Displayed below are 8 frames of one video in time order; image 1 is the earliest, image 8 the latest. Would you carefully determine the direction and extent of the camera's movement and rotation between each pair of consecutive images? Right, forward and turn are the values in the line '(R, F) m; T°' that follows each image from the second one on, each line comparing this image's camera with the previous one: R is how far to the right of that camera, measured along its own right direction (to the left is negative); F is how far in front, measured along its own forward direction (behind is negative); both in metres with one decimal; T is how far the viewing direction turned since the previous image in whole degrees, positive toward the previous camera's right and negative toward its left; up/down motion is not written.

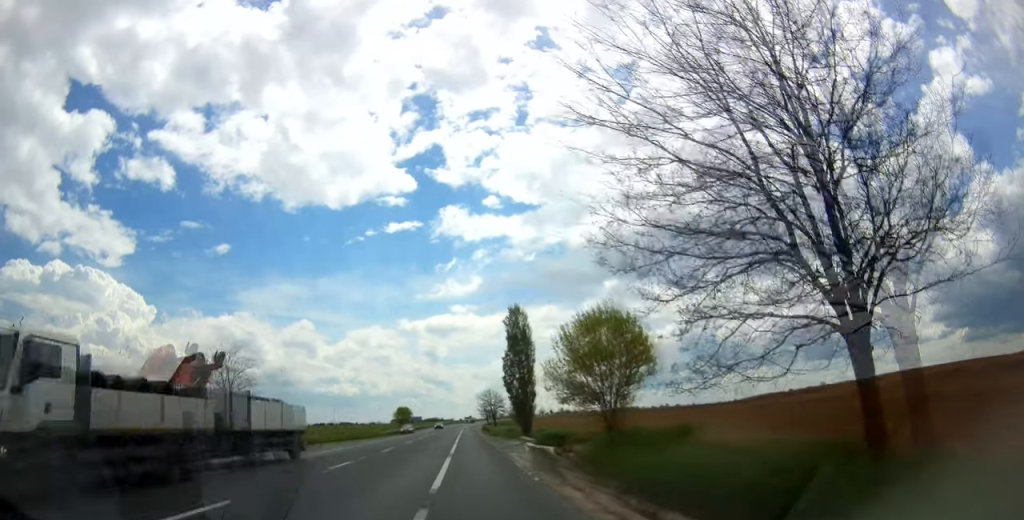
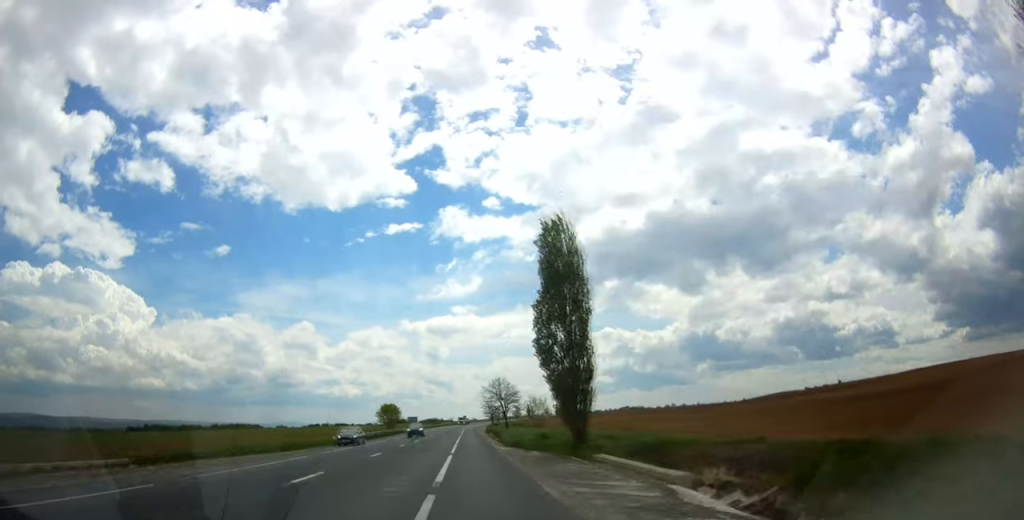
(+0.1, +28.2) m; -1°
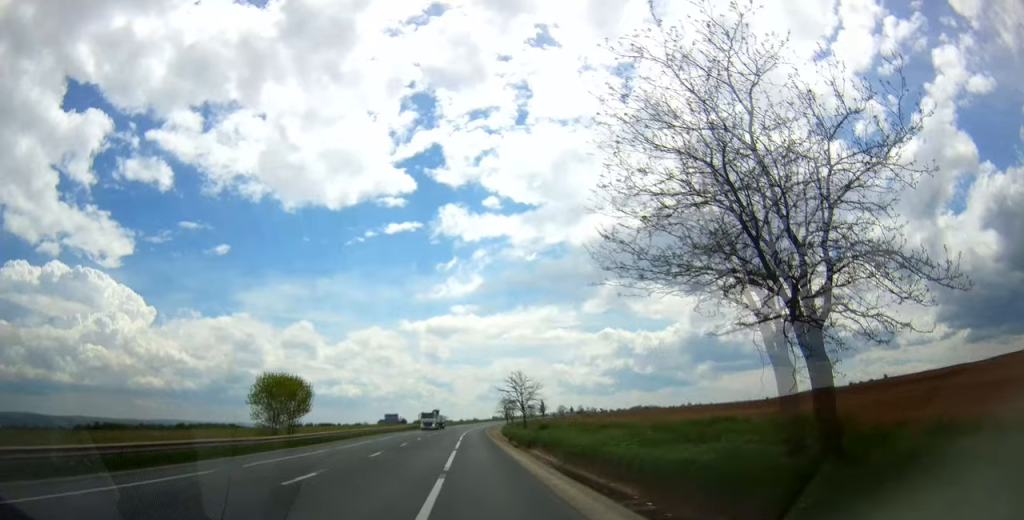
(-1.0, +70.5) m; -1°
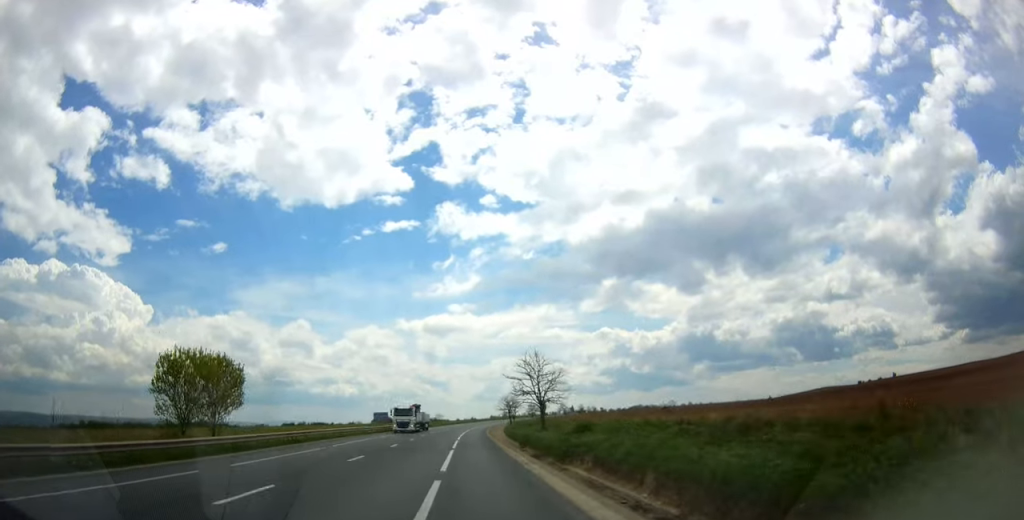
(+0.2, +16.4) m; 0°
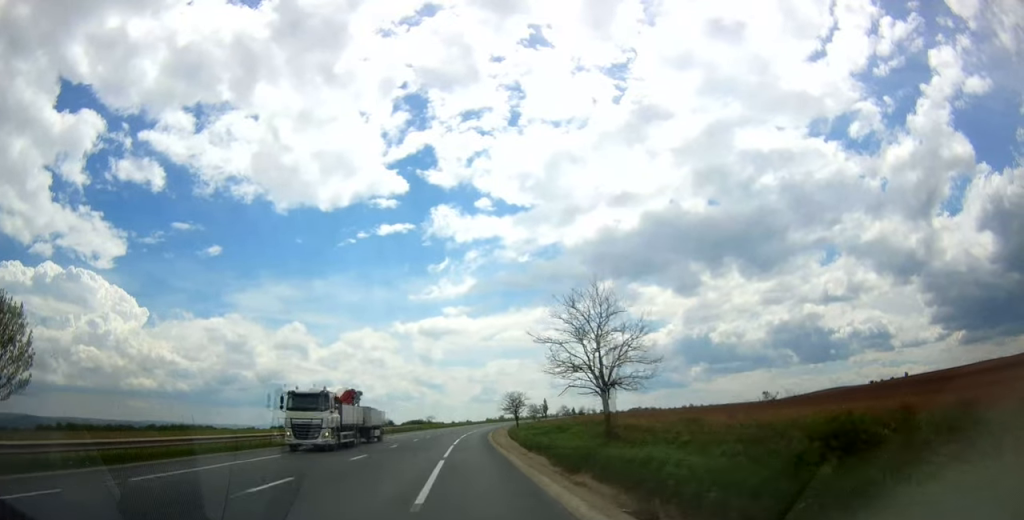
(-0.3, +22.0) m; 0°
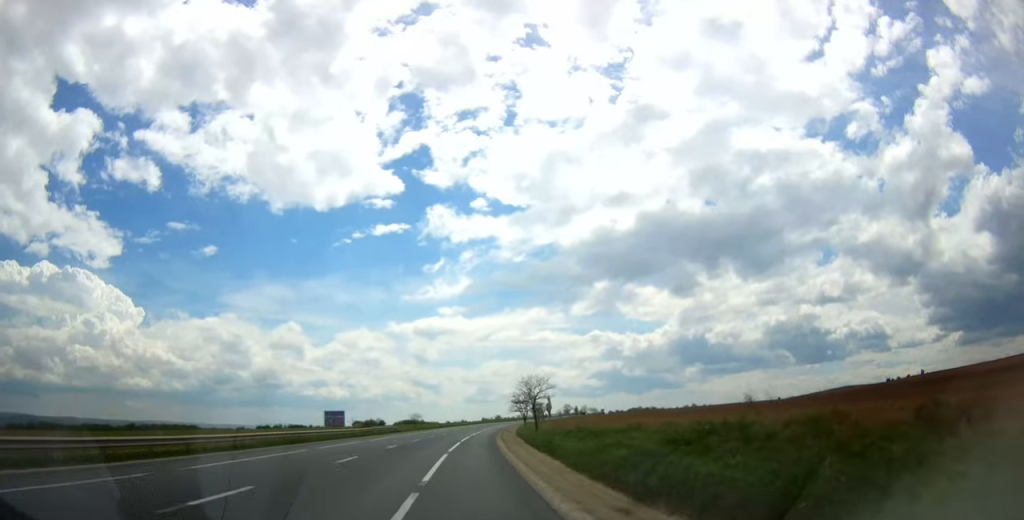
(+0.3, +26.6) m; +1°
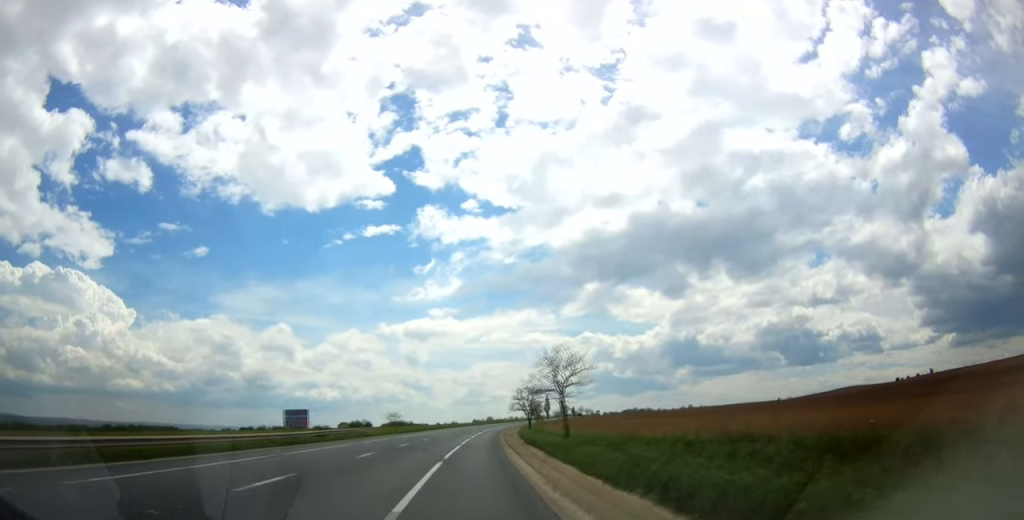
(+0.2, +20.7) m; +1°
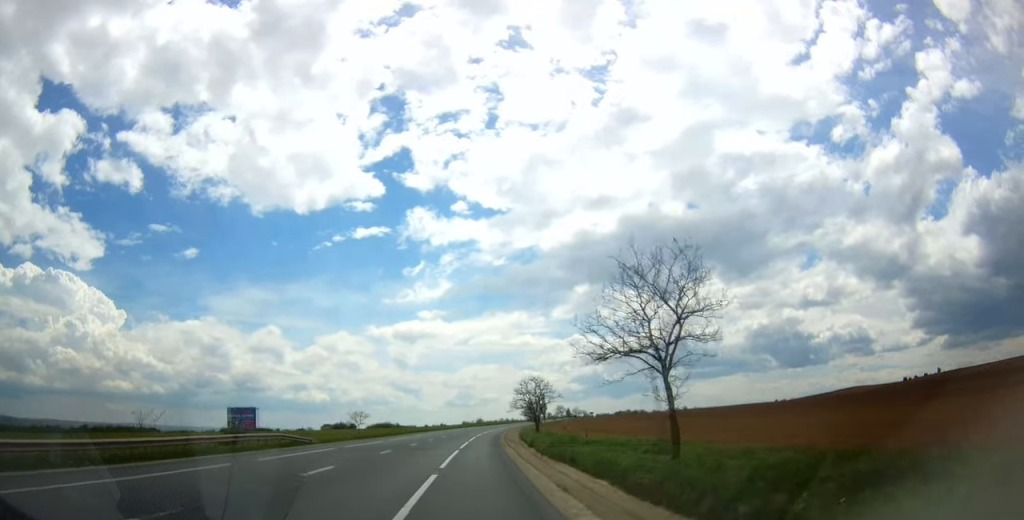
(-0.1, +18.9) m; 0°
